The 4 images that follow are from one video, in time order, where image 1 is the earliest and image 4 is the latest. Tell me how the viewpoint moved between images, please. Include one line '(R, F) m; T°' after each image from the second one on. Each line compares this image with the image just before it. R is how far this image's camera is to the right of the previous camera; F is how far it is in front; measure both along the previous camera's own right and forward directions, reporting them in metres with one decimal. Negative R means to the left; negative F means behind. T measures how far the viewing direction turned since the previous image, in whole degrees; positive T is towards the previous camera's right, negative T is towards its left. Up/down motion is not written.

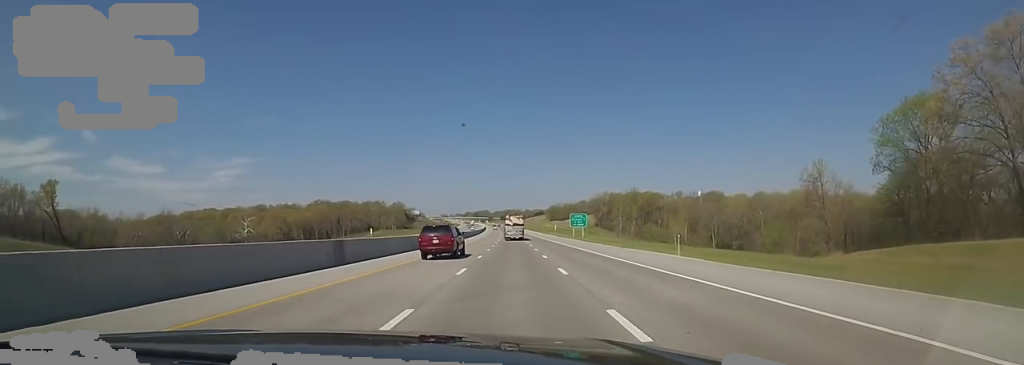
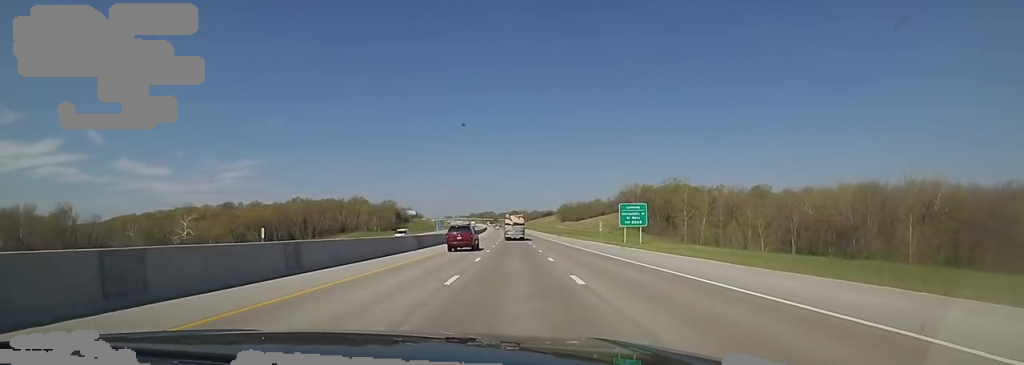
(-1.2, +53.5) m; 0°
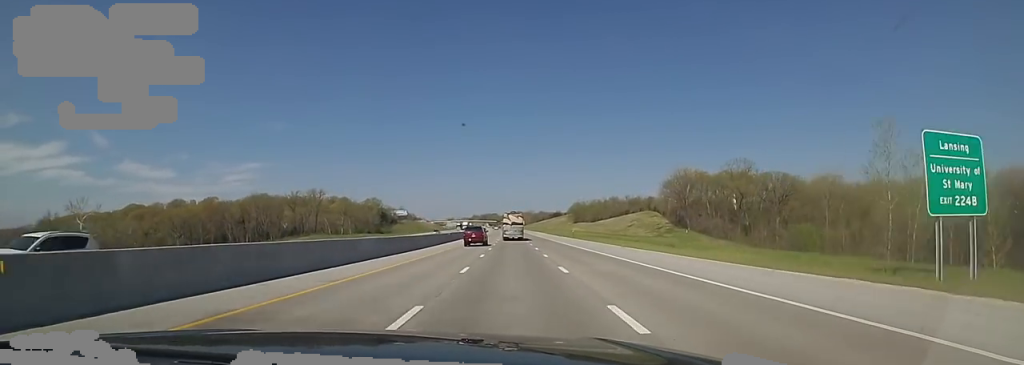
(+1.6, +55.9) m; 0°
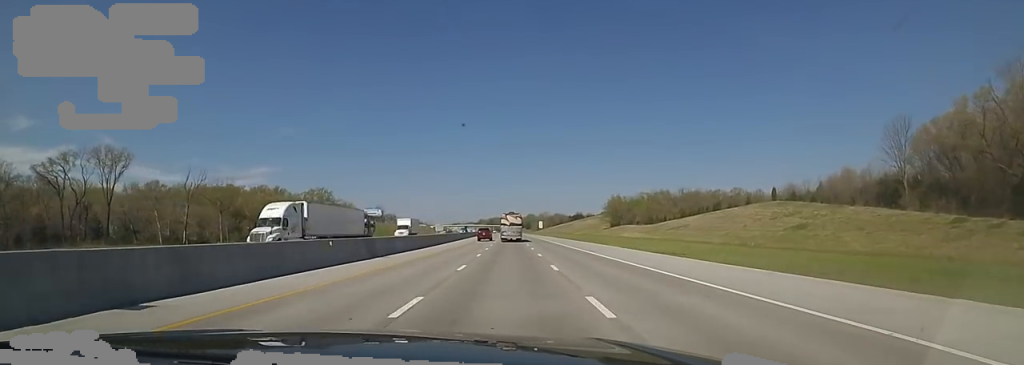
(-2.5, +104.5) m; -2°
